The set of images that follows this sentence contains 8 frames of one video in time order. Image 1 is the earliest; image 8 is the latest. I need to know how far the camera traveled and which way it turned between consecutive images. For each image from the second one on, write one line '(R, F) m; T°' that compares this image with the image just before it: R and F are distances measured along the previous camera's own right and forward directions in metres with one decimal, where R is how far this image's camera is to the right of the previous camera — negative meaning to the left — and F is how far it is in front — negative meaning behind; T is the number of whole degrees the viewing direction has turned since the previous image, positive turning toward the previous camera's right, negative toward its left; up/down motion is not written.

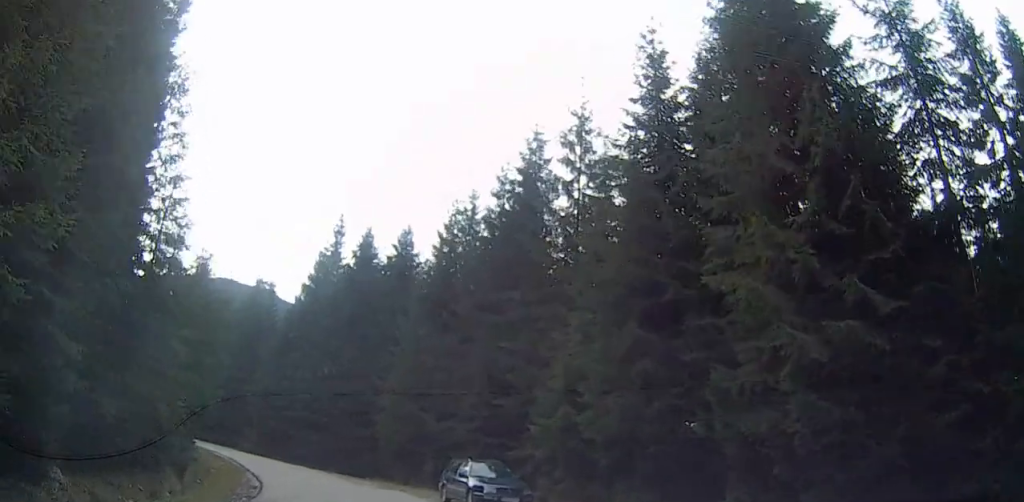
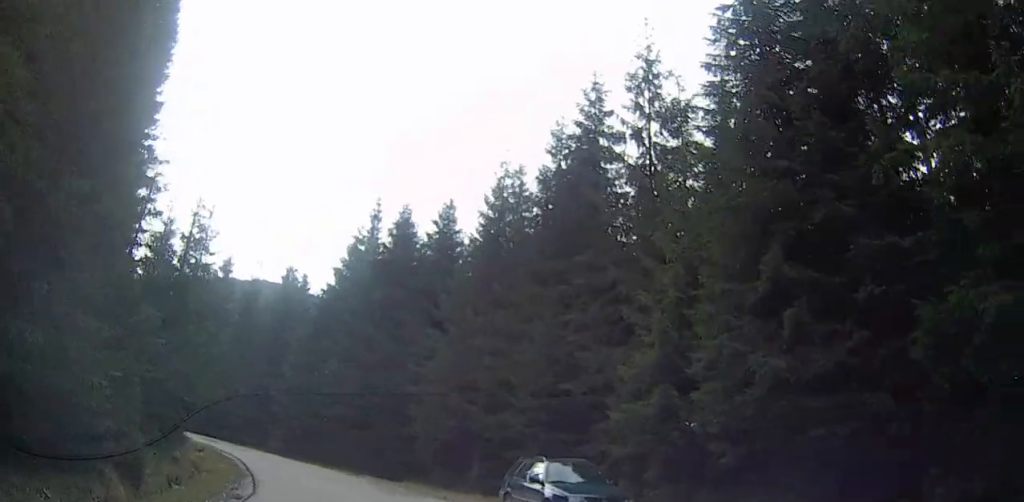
(-0.3, +5.5) m; -1°
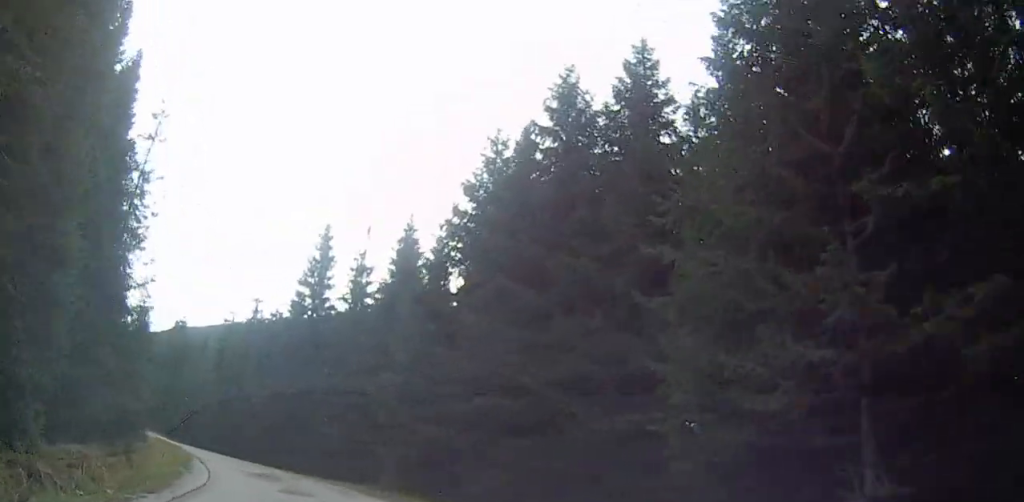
(-0.9, +18.9) m; -10°
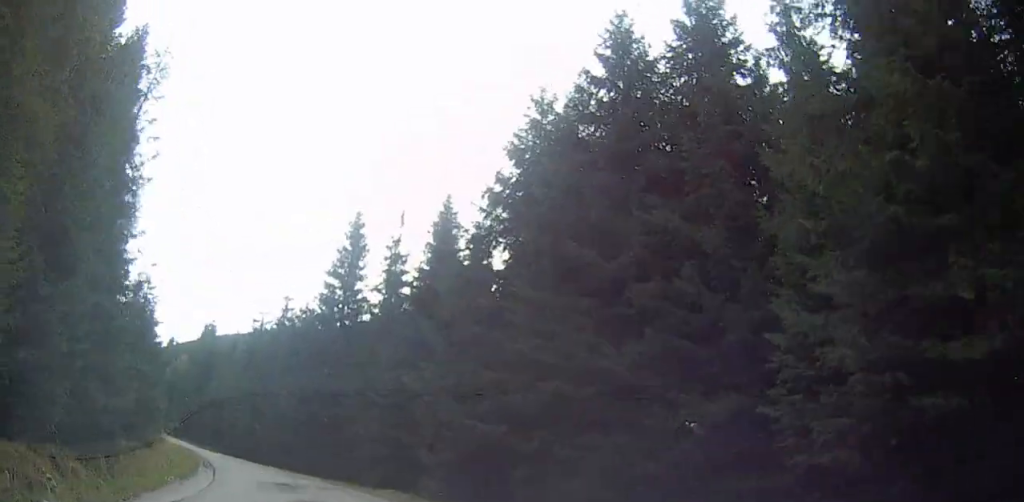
(0.0, +3.7) m; -2°
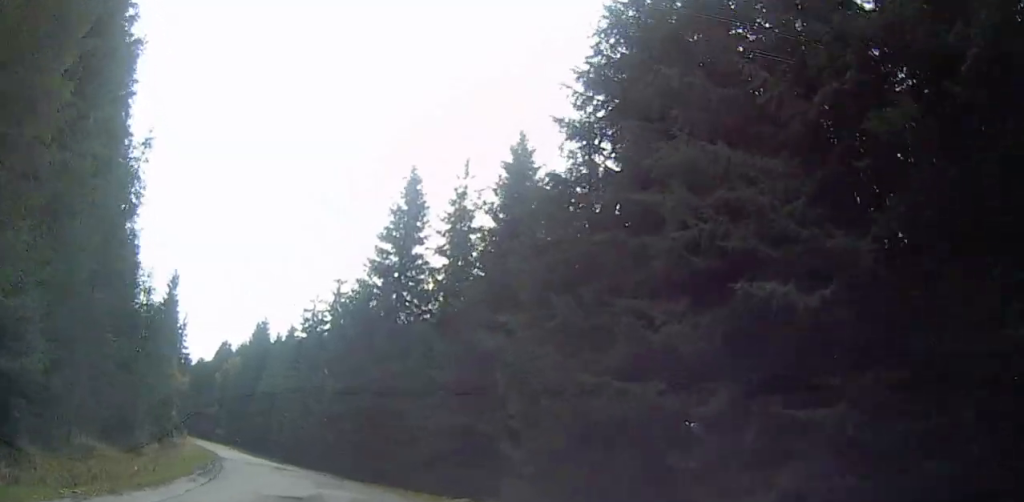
(-0.2, +7.7) m; -6°
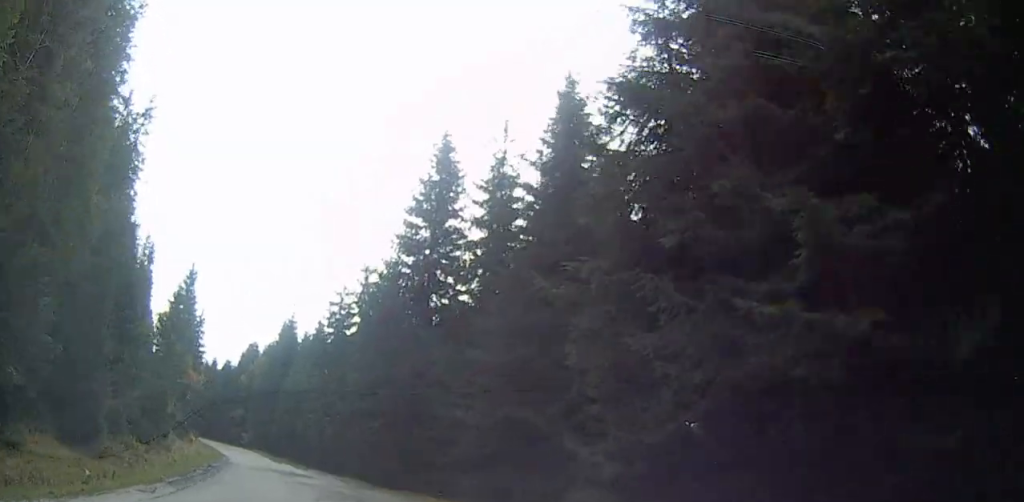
(-0.1, +4.8) m; -6°
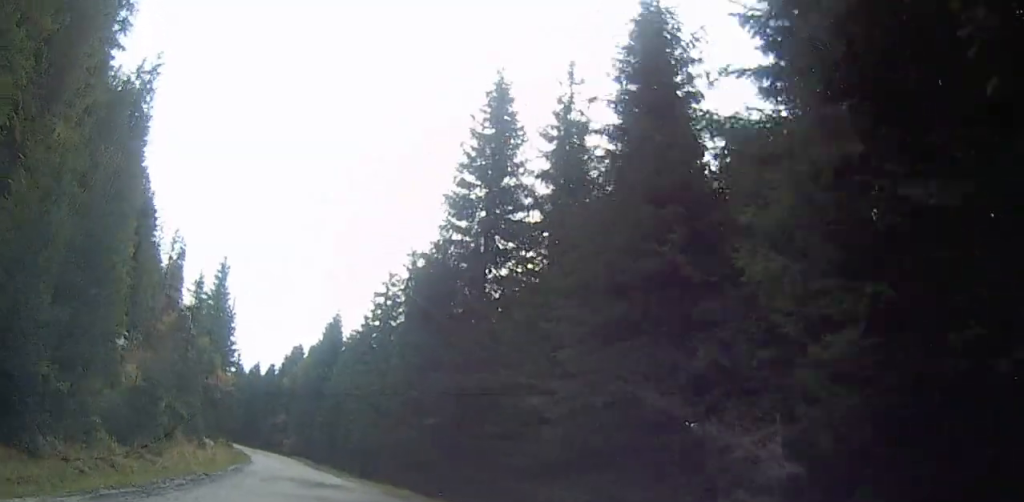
(-0.4, +5.7) m; -5°
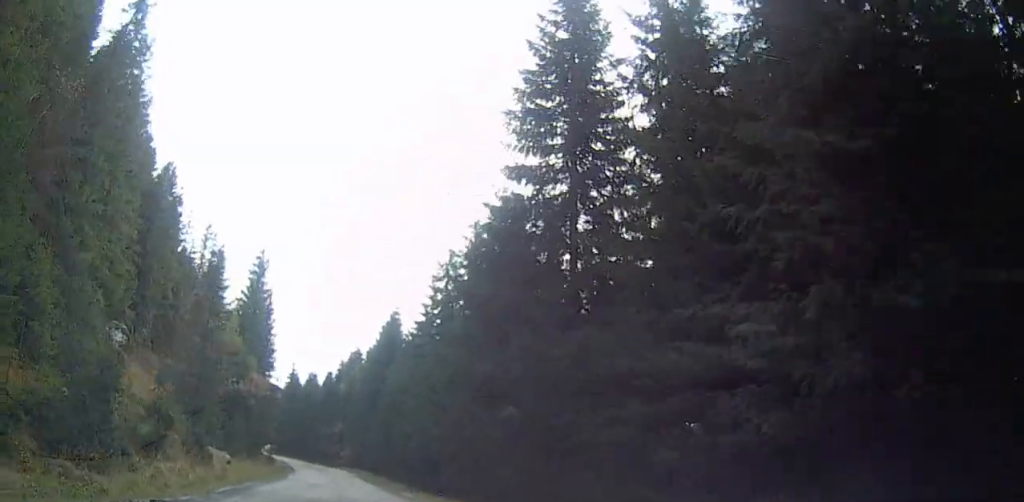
(-0.7, +7.7) m; -5°
